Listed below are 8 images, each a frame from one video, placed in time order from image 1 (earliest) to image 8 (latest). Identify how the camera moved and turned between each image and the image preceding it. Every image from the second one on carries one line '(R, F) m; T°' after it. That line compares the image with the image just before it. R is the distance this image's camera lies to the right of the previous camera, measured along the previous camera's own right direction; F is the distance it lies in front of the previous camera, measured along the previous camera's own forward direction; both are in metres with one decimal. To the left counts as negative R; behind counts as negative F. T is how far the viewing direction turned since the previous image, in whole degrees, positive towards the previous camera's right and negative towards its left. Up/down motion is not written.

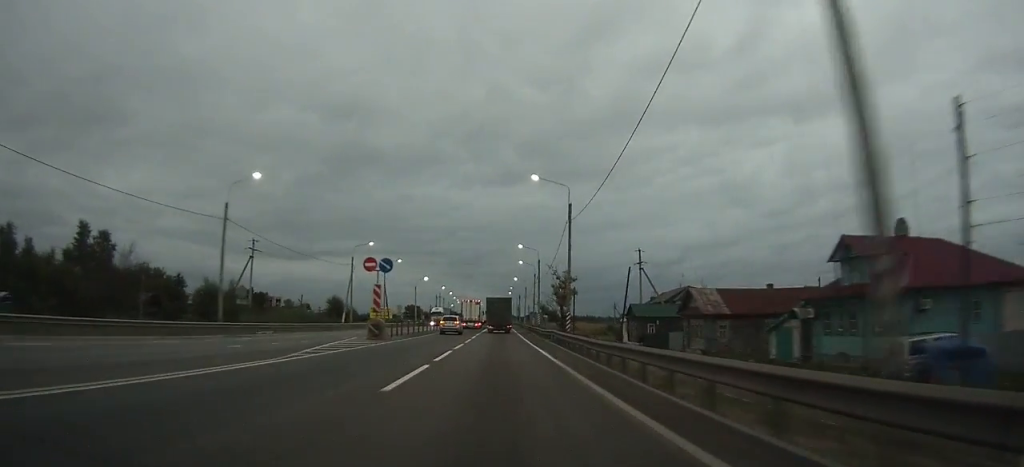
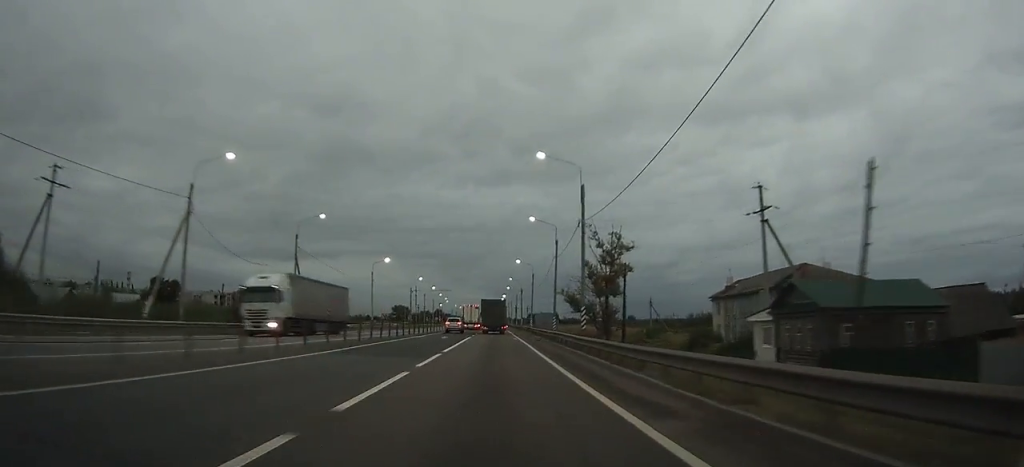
(-0.2, +41.2) m; 0°
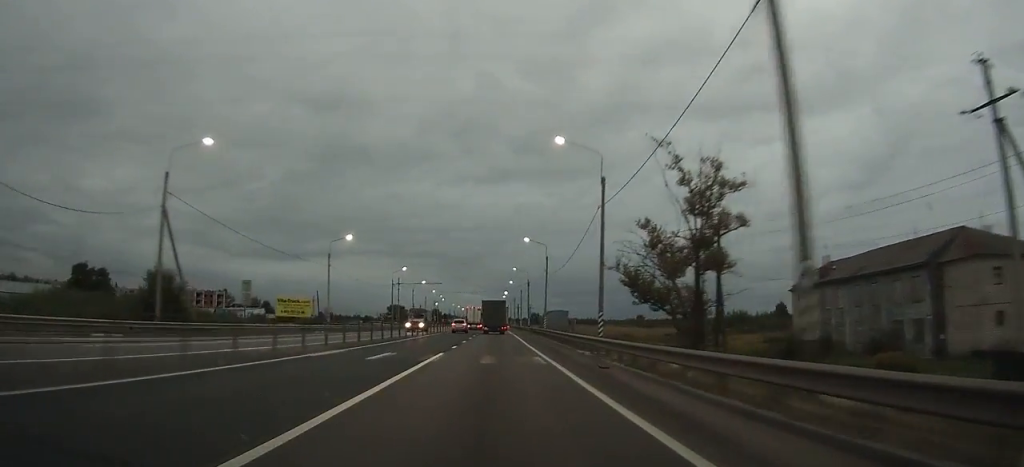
(0.0, +24.0) m; 0°
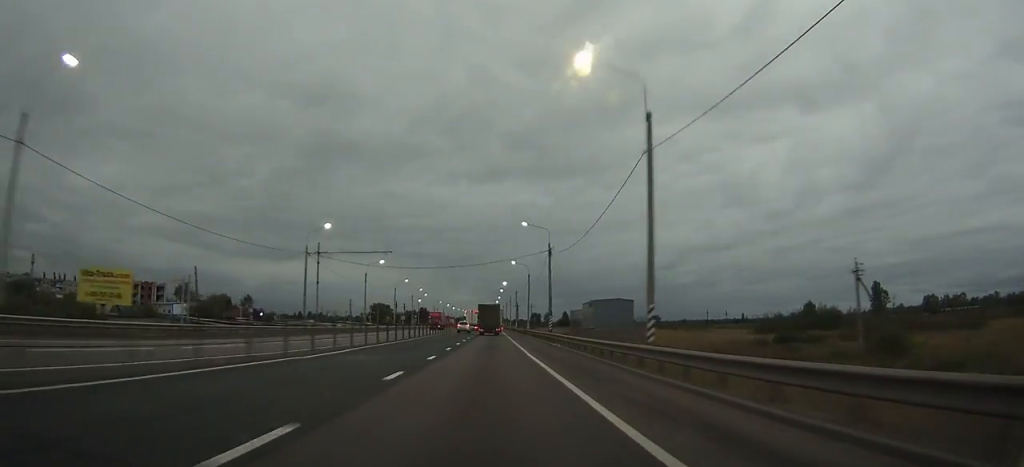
(+0.3, +47.3) m; +1°
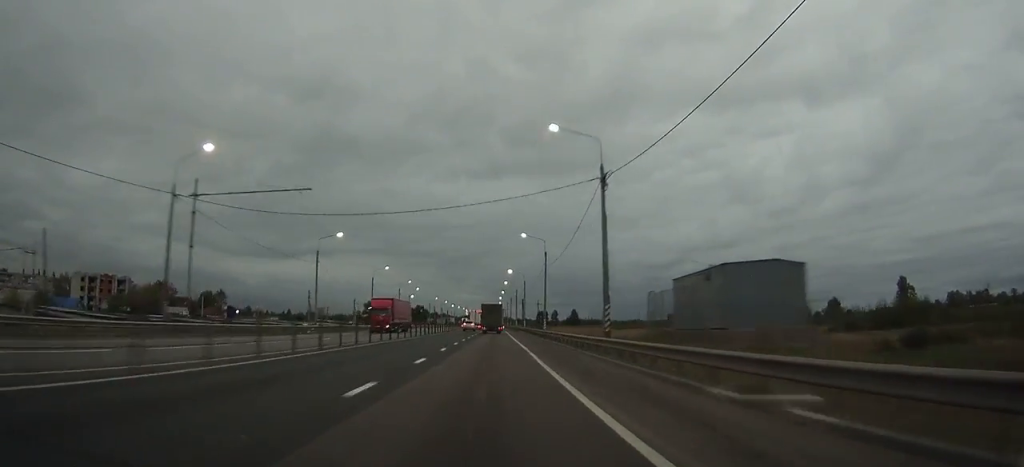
(+0.1, +26.6) m; 0°
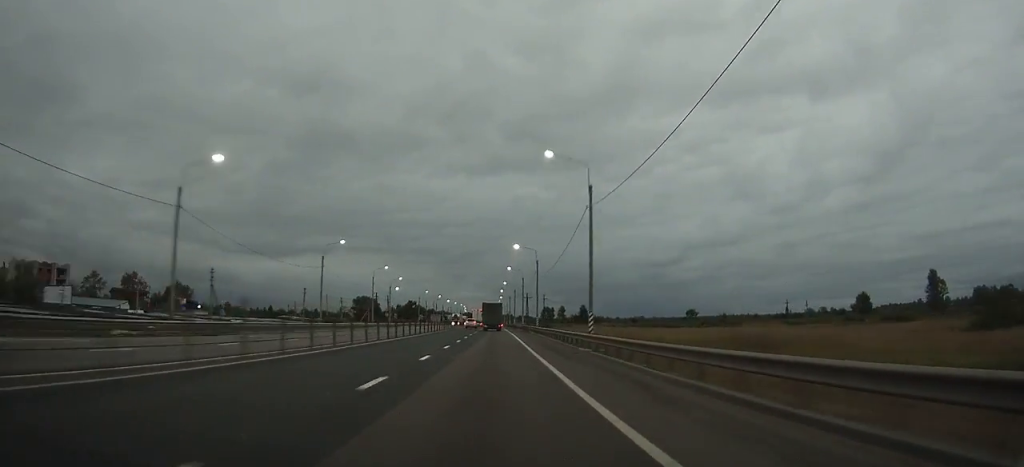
(0.0, +30.9) m; 0°
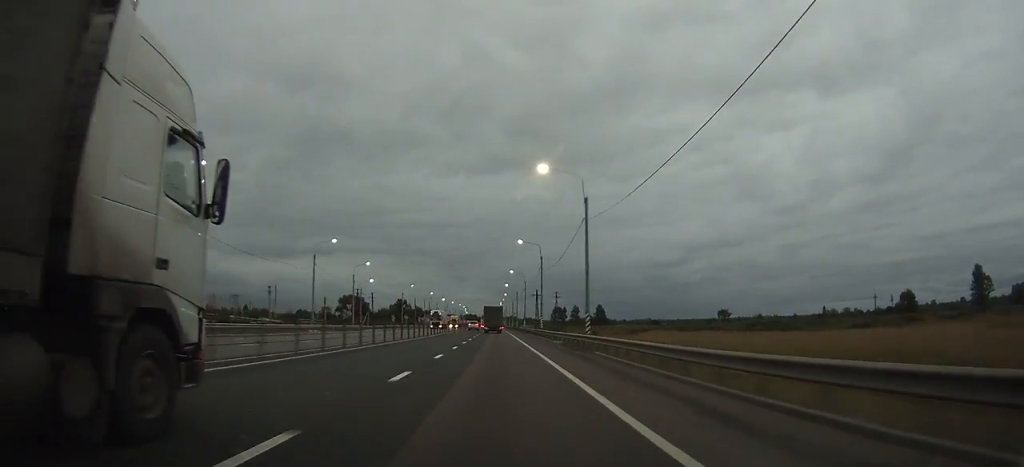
(+0.1, +37.7) m; 0°
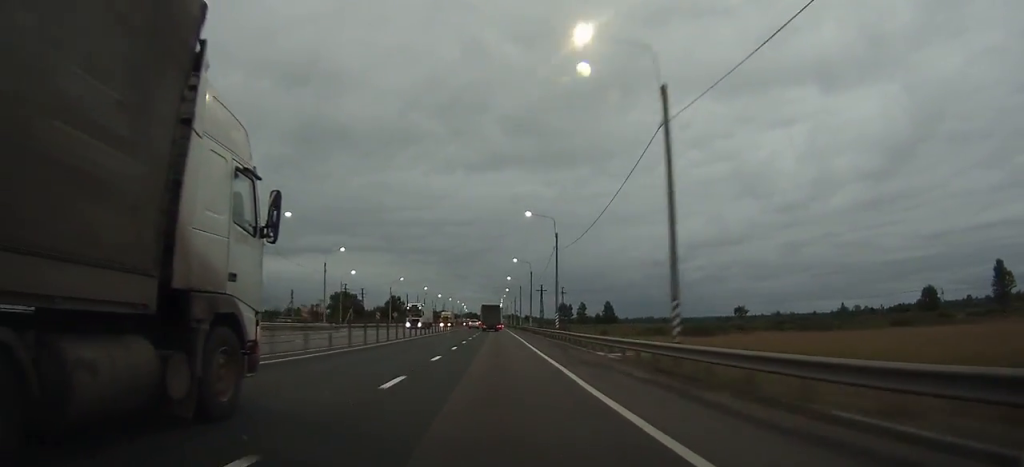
(0.0, +17.0) m; 0°
